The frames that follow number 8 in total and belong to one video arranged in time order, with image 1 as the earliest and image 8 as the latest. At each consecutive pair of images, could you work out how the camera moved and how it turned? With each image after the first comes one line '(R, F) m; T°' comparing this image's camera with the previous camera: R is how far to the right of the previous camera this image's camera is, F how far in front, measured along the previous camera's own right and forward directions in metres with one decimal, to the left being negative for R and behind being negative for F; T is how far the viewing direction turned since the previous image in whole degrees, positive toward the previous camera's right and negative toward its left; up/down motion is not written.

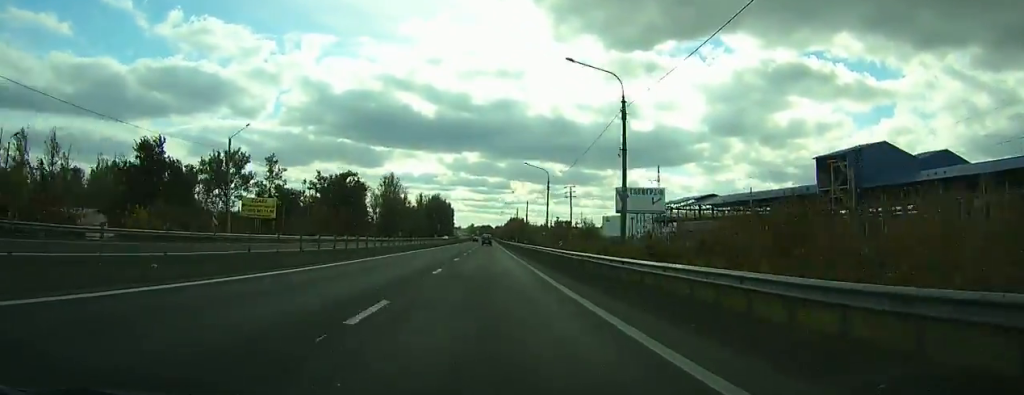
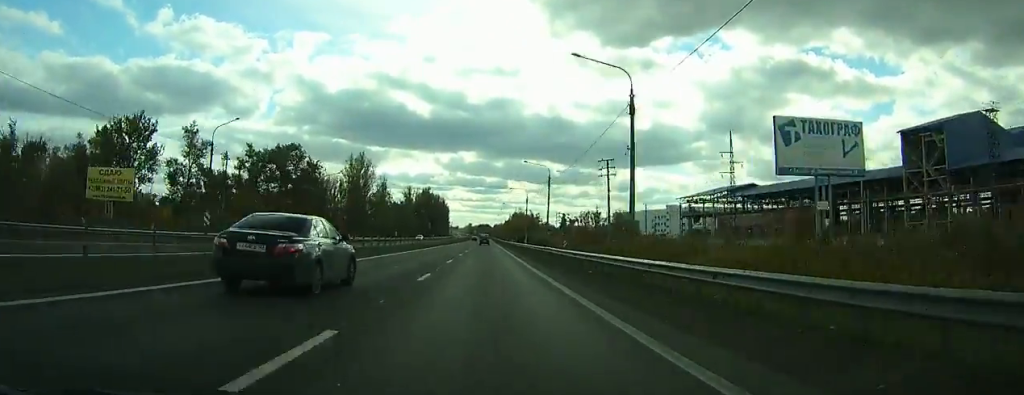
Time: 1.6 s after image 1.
(+0.1, +38.9) m; 0°
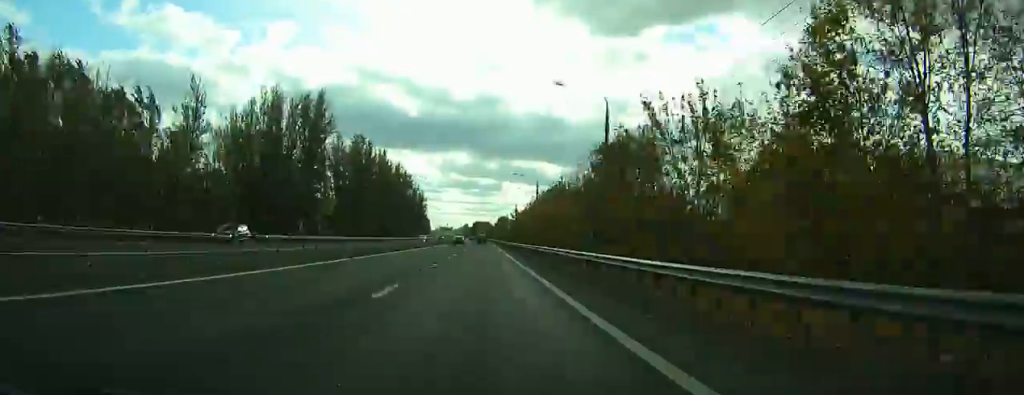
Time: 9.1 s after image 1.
(+0.4, +182.2) m; 0°
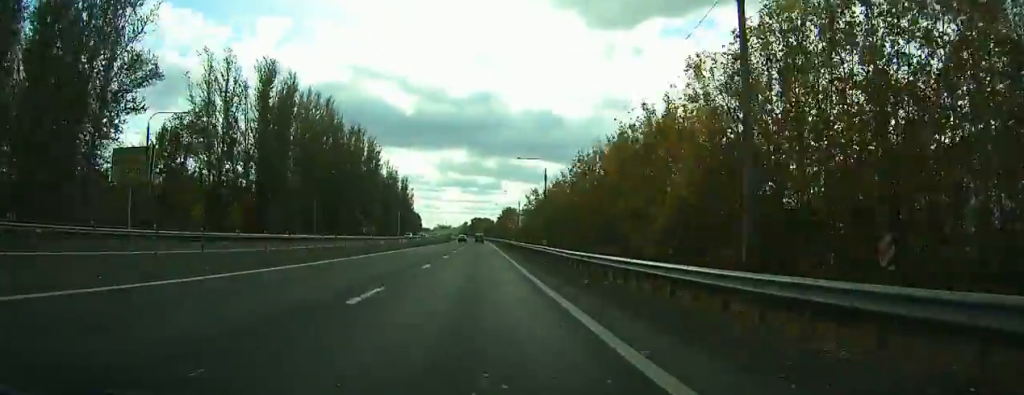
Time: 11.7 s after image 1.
(-0.1, +61.1) m; 0°
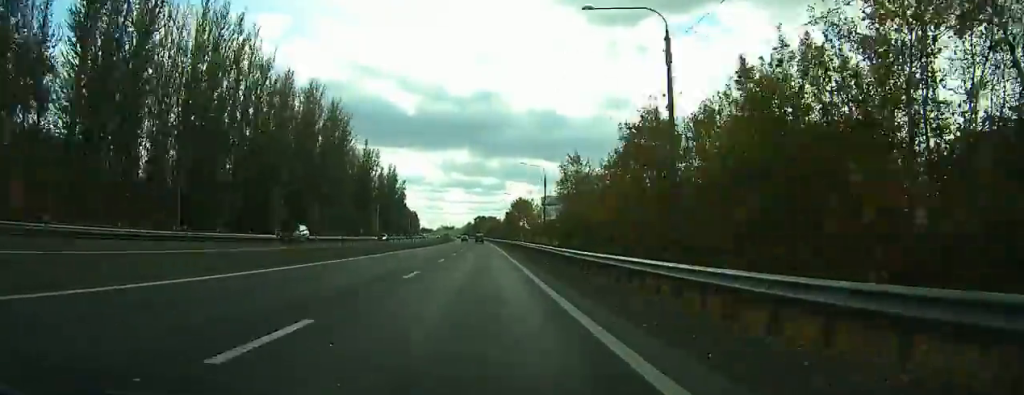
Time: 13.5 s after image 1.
(-0.1, +41.3) m; 0°
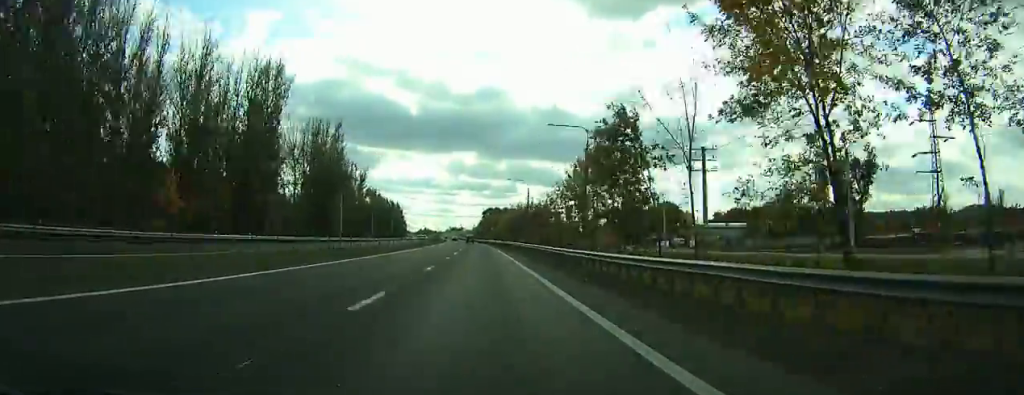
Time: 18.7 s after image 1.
(-0.5, +115.5) m; -1°
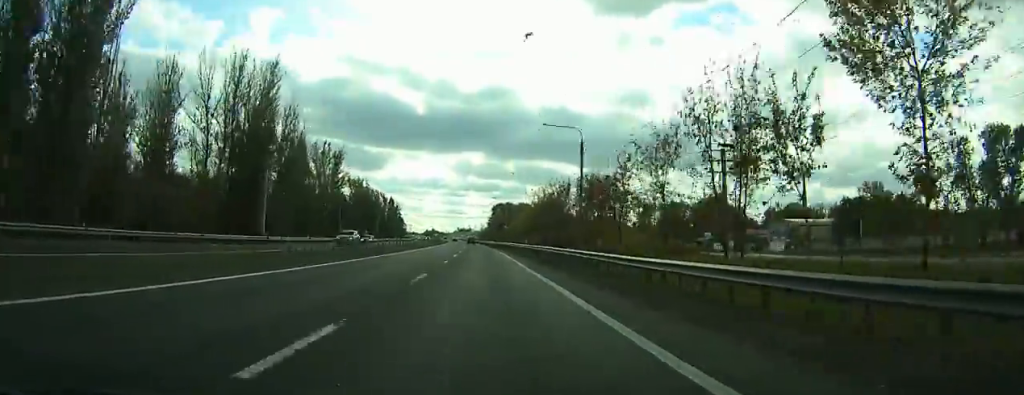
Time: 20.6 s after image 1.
(-0.3, +40.8) m; -1°
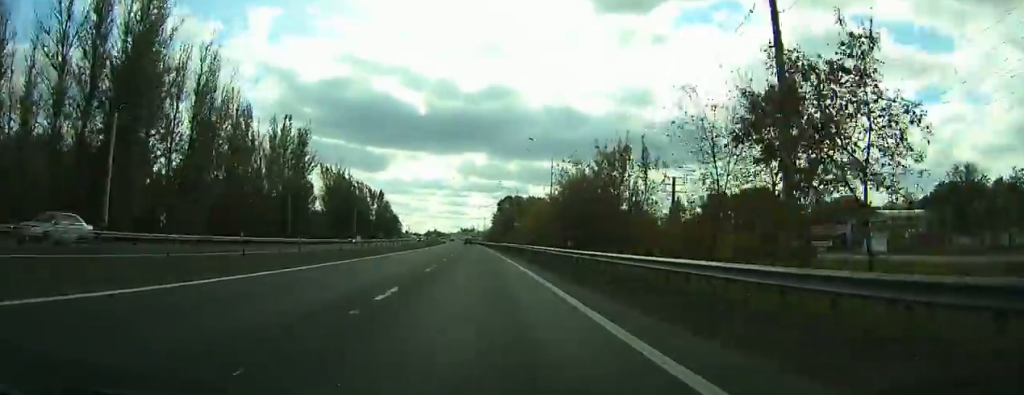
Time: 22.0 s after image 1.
(-0.1, +30.0) m; -1°
